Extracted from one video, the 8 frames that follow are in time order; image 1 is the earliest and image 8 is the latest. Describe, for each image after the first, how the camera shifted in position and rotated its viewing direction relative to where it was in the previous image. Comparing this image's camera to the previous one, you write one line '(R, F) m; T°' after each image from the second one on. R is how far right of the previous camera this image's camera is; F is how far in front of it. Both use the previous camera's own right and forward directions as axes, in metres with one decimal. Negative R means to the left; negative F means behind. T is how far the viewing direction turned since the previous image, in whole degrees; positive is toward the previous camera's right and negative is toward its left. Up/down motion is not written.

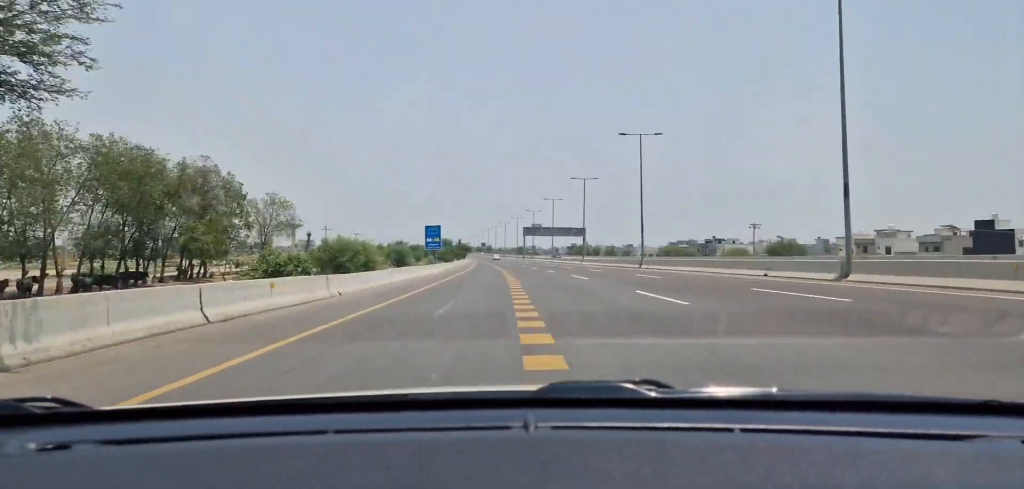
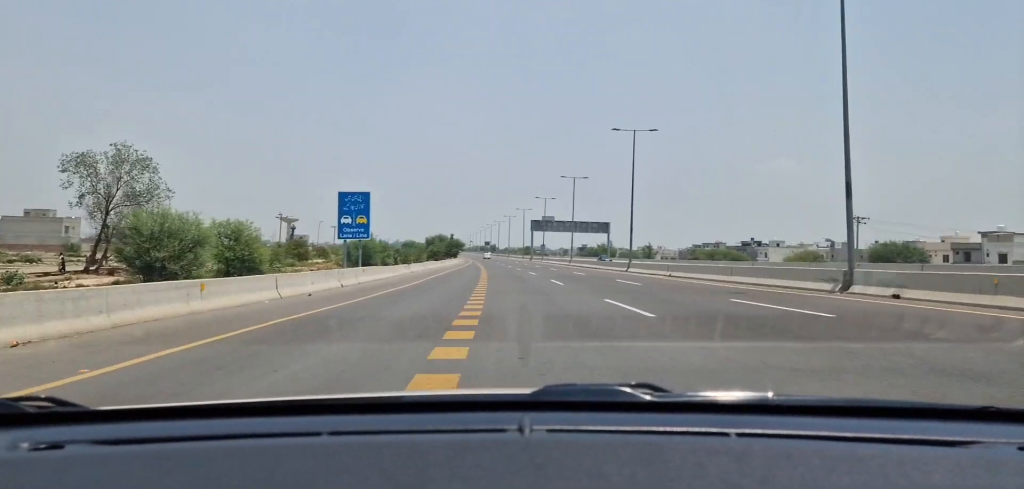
(-0.1, +38.0) m; -1°
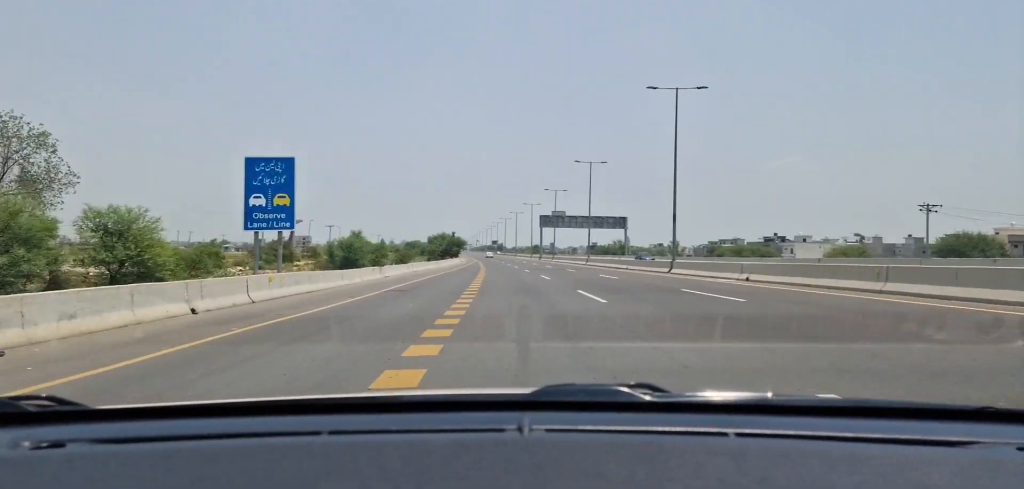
(+0.2, +14.4) m; -1°
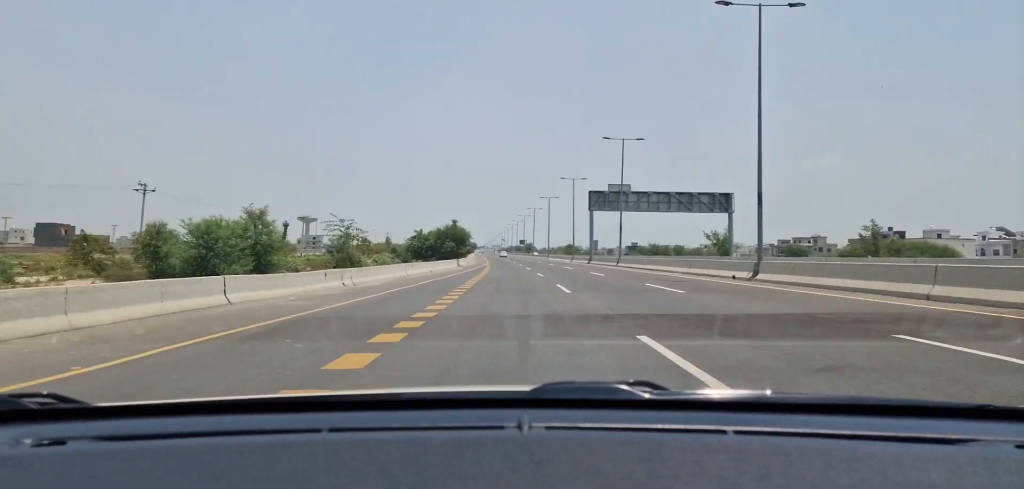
(-1.8, +49.8) m; -3°
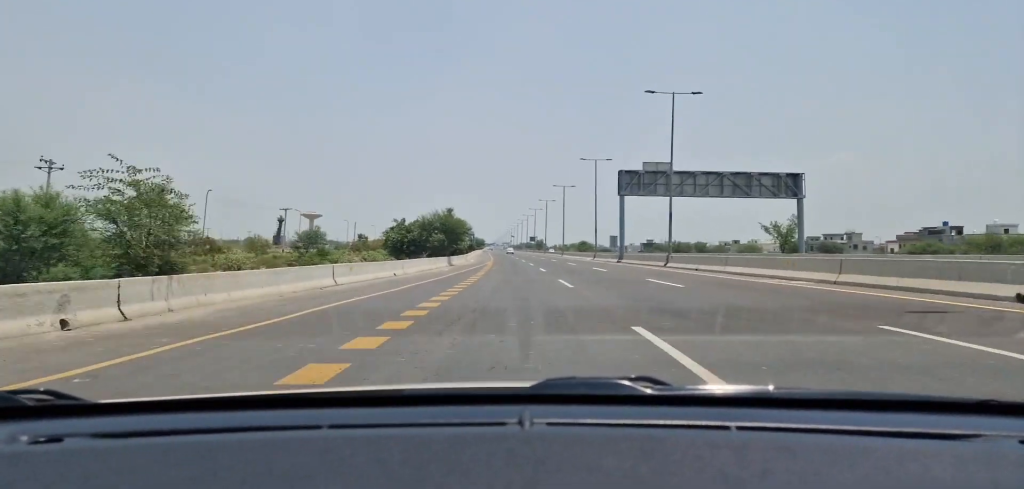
(+0.1, +17.8) m; -1°
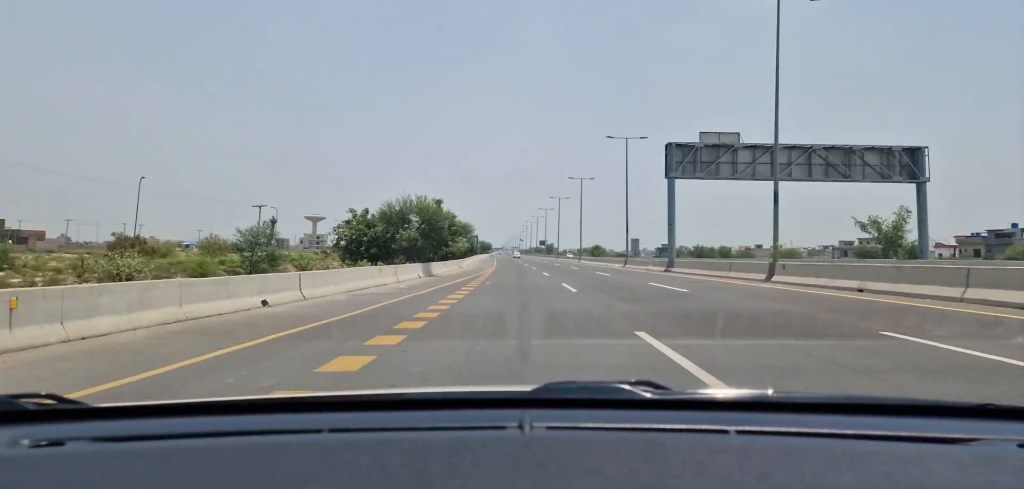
(-0.3, +18.6) m; -1°
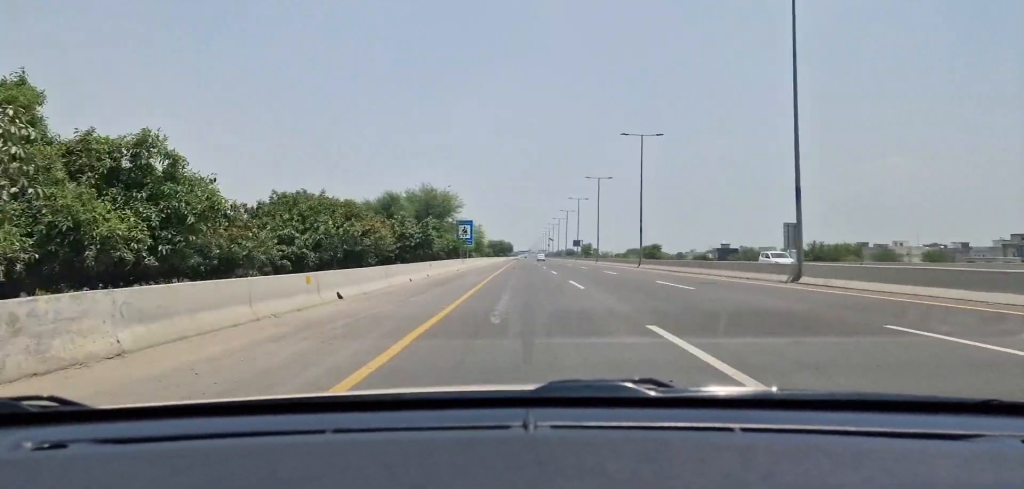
(-1.3, +72.0) m; -1°
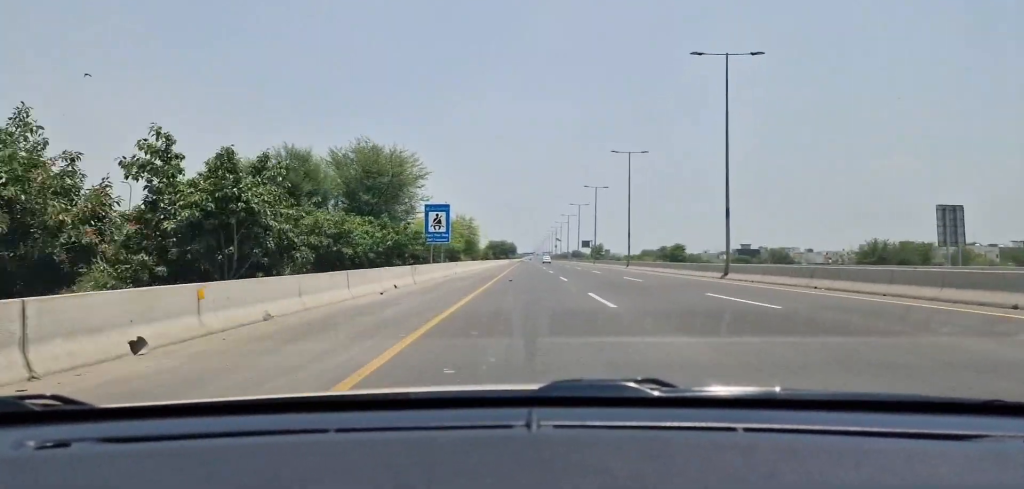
(+0.1, +25.5) m; 0°
